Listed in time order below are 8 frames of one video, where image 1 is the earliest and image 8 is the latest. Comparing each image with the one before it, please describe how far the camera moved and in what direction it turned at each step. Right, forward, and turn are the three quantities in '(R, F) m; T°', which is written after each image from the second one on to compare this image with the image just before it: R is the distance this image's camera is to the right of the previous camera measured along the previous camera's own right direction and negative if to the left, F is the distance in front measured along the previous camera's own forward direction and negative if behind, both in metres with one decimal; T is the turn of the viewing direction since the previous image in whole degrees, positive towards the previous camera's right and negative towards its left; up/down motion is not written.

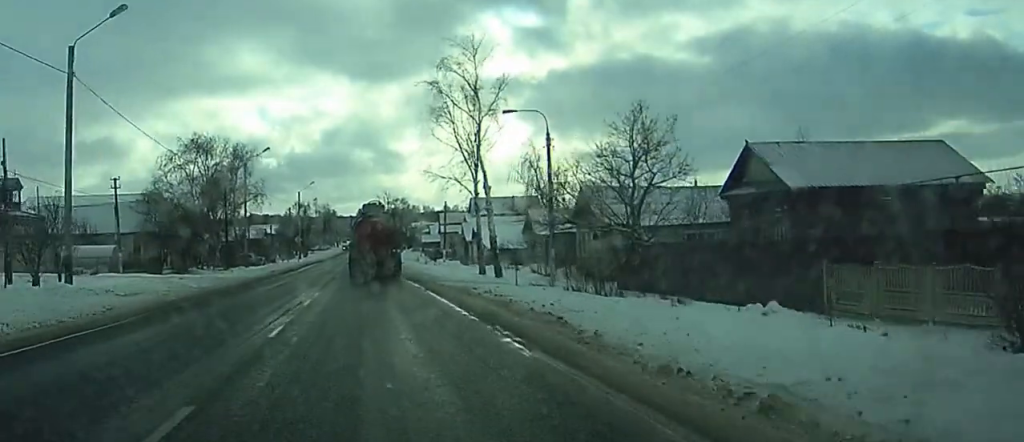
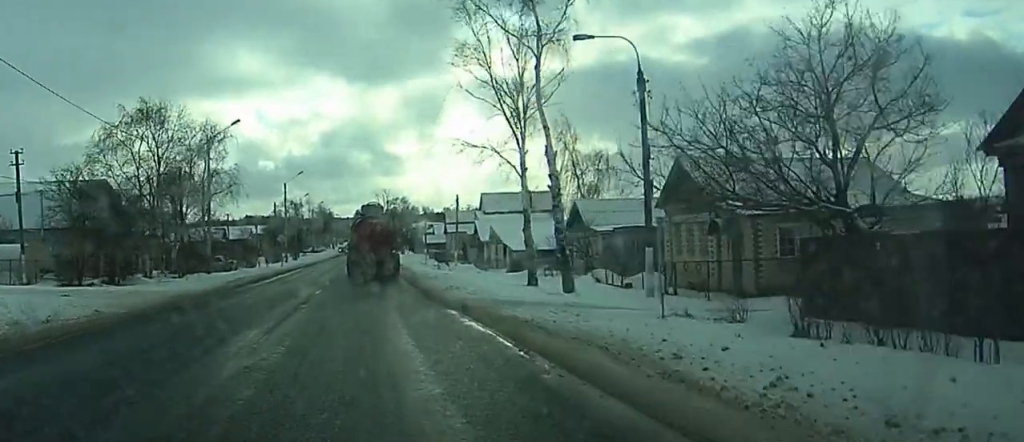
(-0.1, +17.4) m; 0°
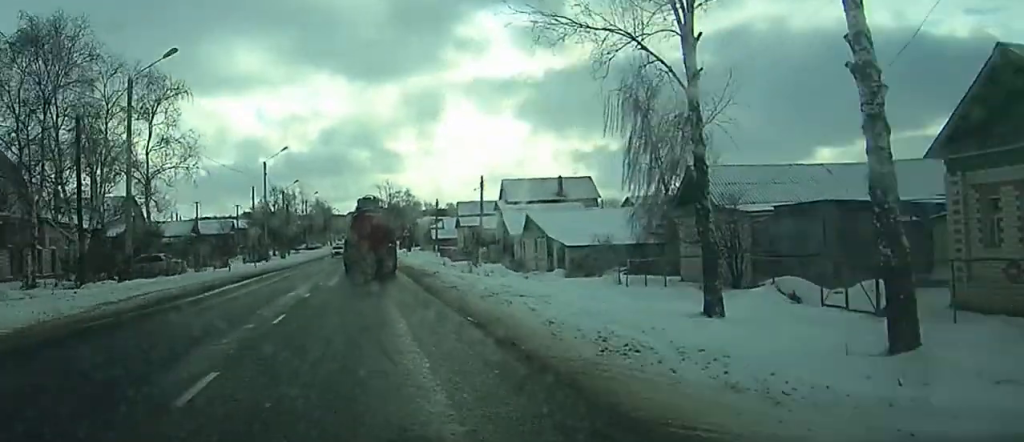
(0.0, +20.1) m; -1°
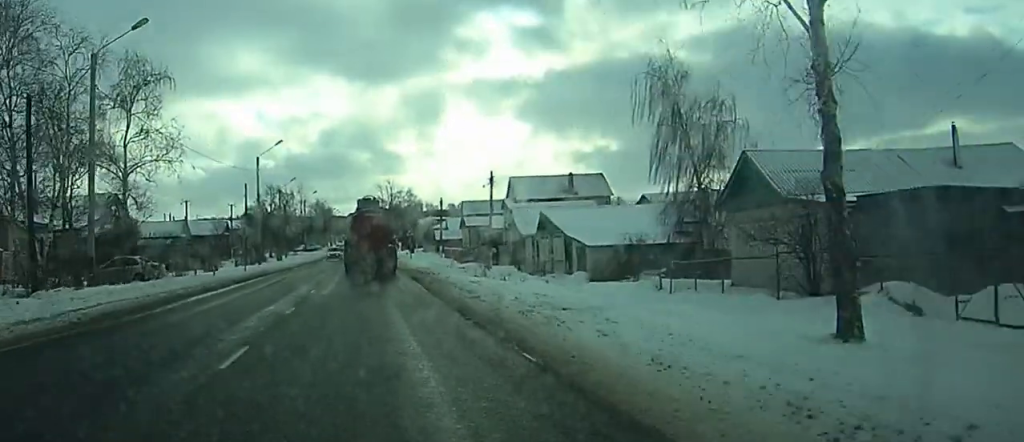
(-0.2, +5.5) m; 0°
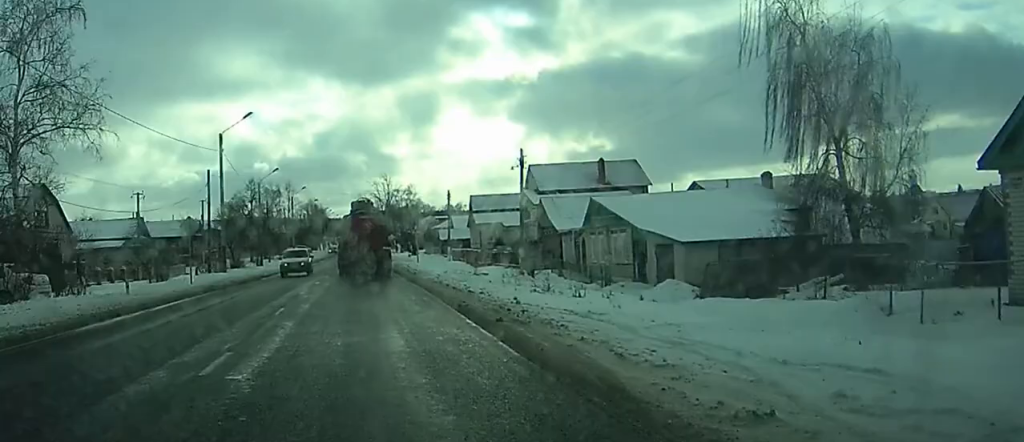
(+0.5, +16.5) m; +1°
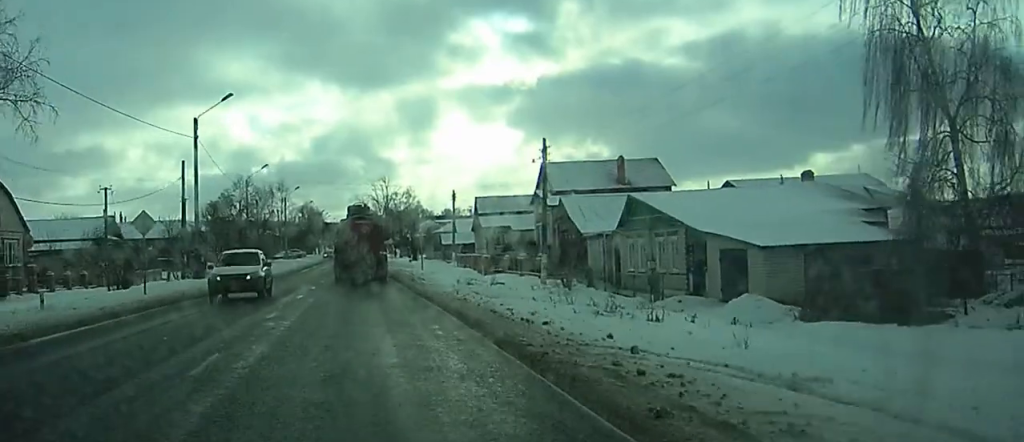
(-0.1, +8.1) m; 0°
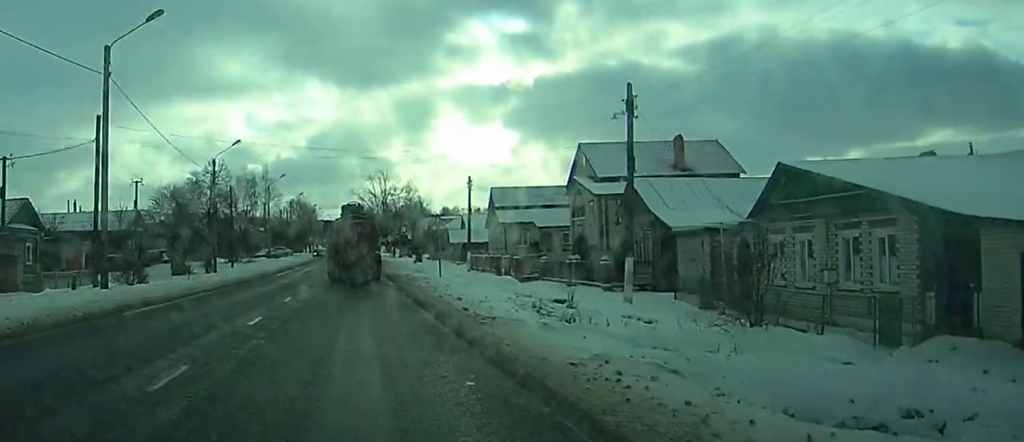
(-0.1, +17.0) m; -1°
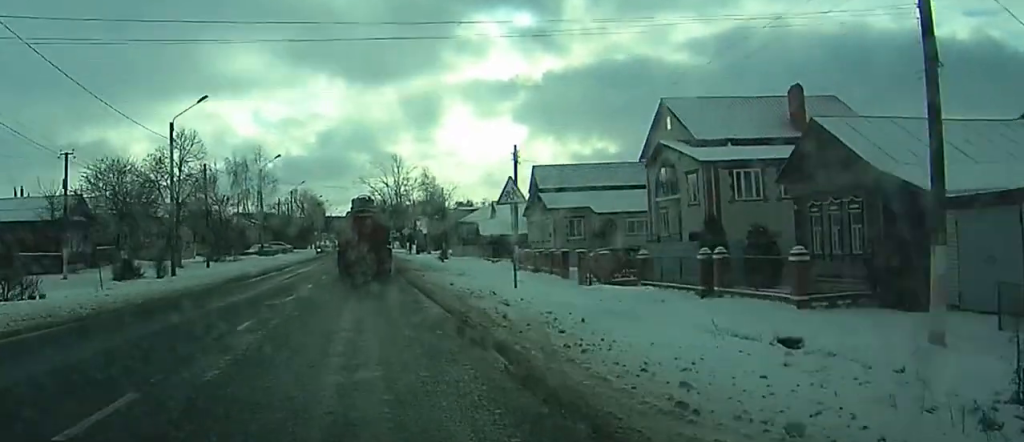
(-0.2, +17.9) m; -1°
